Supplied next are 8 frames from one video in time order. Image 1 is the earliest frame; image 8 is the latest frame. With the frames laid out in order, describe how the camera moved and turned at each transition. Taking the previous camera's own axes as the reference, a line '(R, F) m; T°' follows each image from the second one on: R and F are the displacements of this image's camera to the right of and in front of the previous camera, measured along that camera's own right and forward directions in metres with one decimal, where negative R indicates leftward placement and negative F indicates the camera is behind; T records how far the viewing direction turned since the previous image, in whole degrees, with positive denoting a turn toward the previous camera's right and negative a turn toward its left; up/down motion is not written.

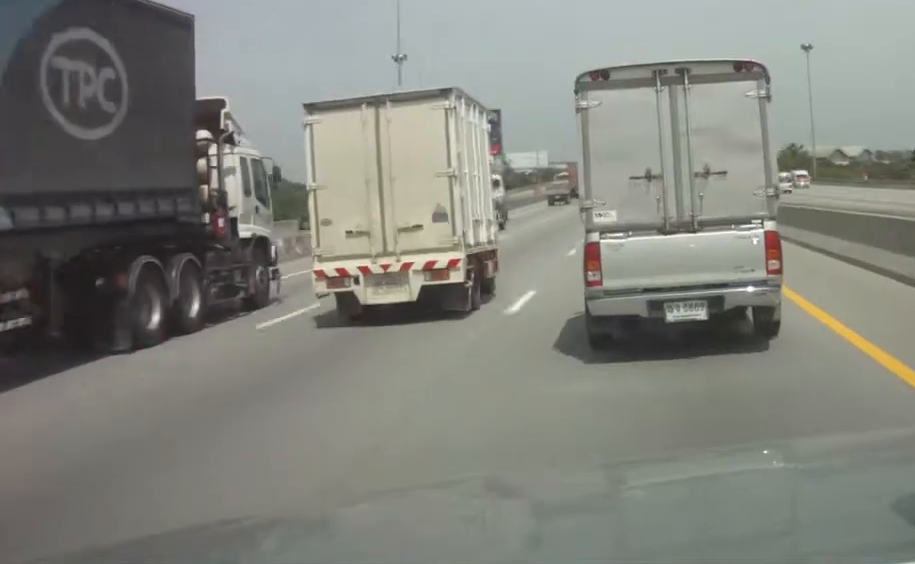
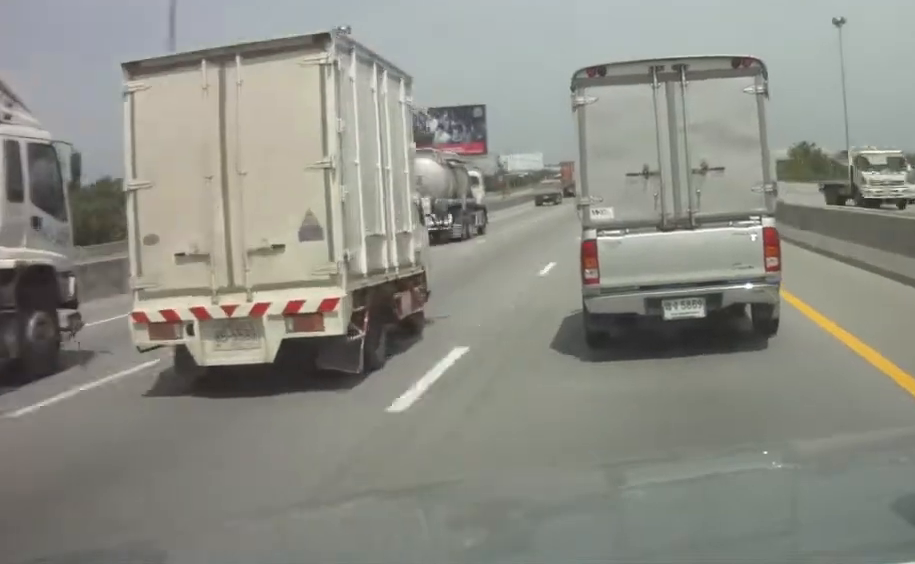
(0.0, +30.2) m; 0°
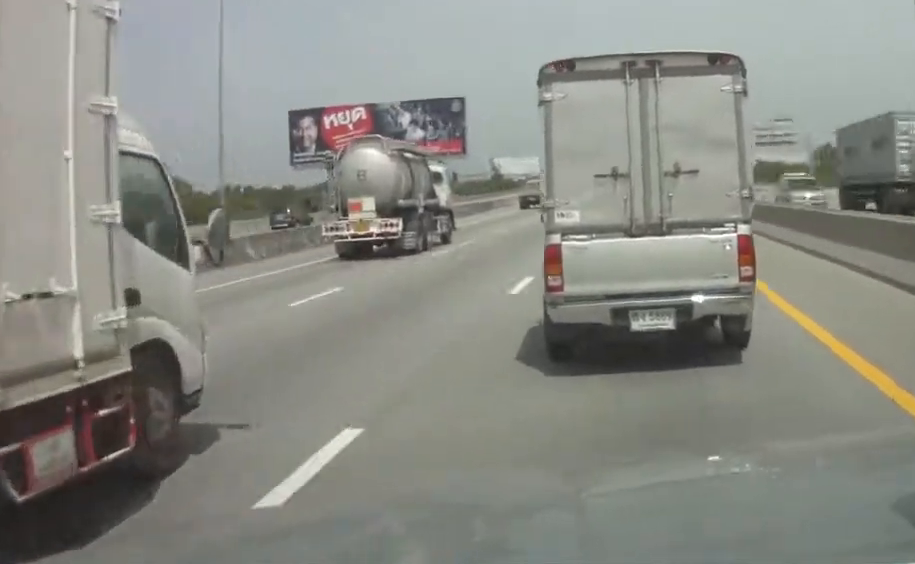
(+0.1, +39.7) m; 0°
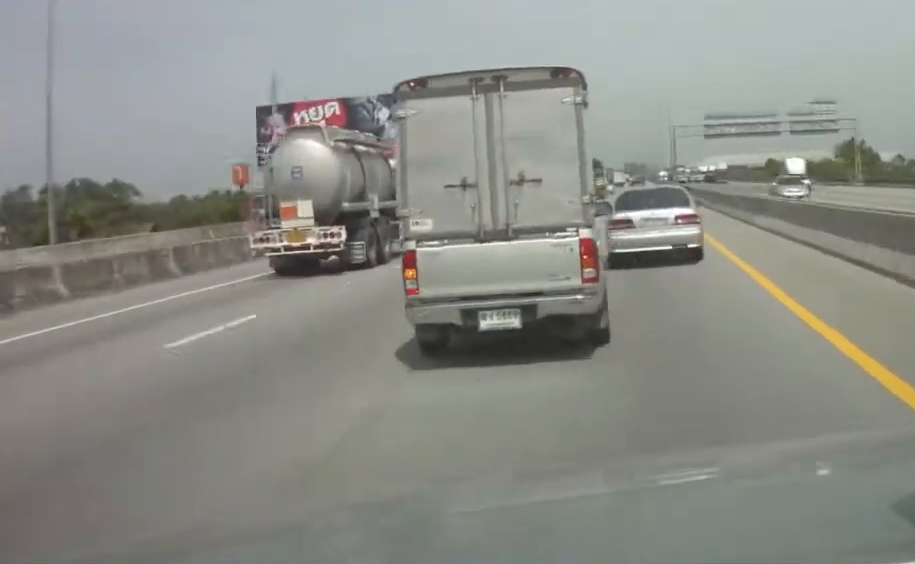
(0.0, +28.9) m; 0°
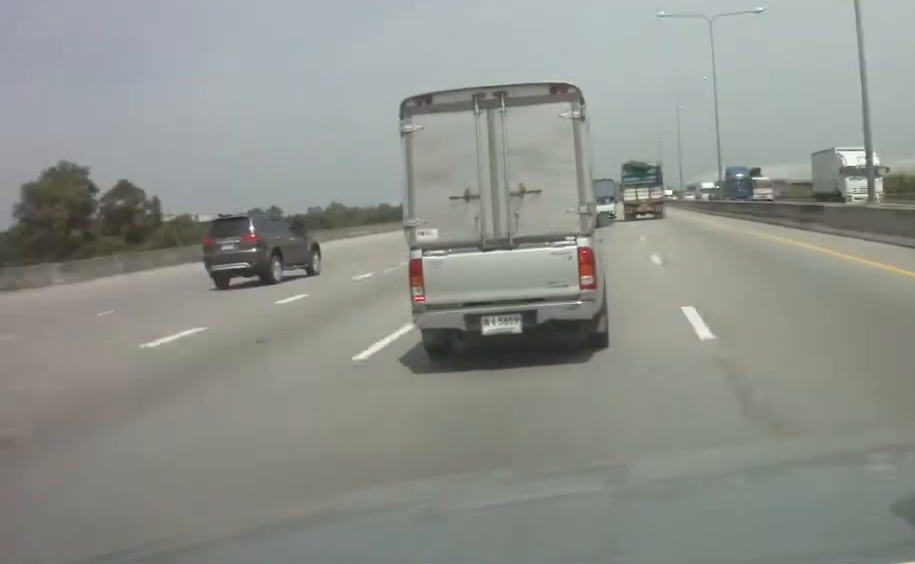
(-1.0, +219.7) m; +1°
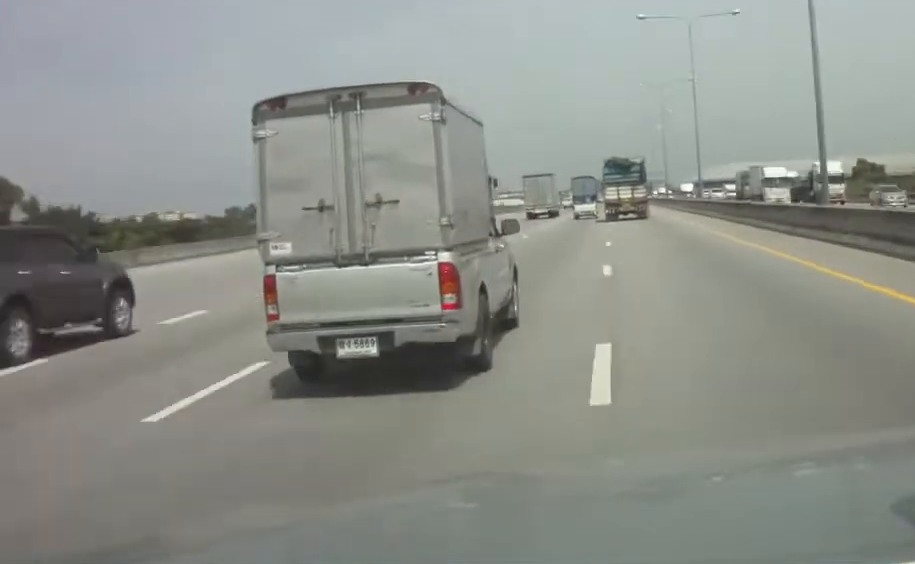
(+0.3, +40.0) m; 0°
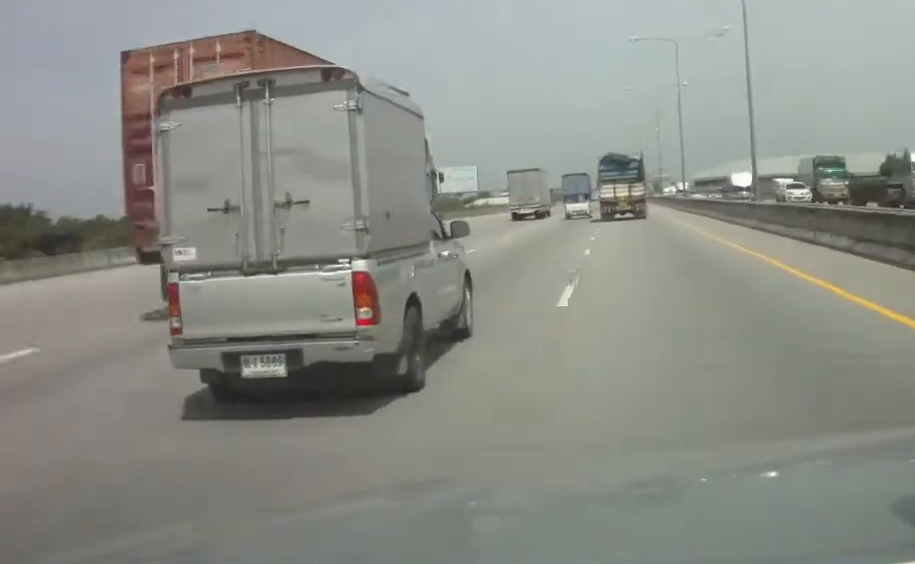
(+0.1, +29.6) m; 0°
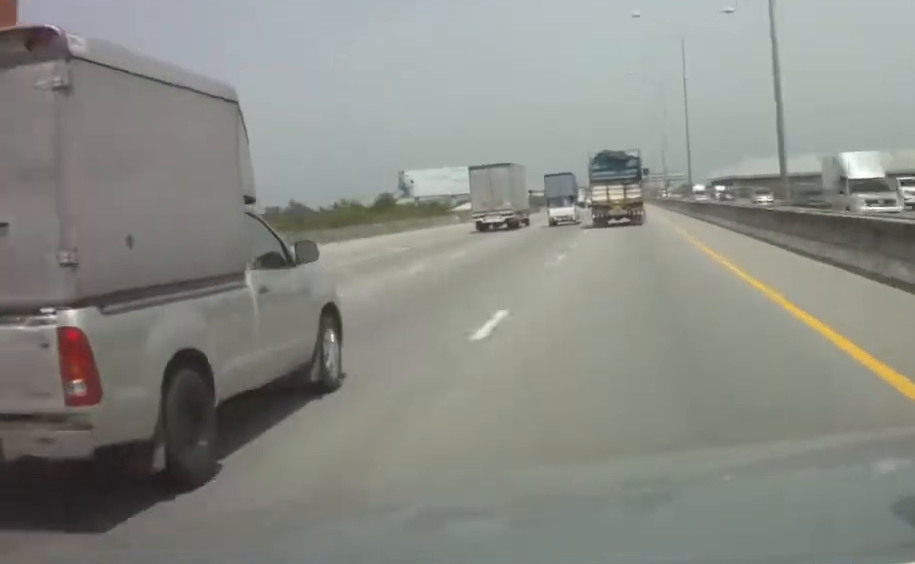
(-0.2, +50.4) m; -1°
